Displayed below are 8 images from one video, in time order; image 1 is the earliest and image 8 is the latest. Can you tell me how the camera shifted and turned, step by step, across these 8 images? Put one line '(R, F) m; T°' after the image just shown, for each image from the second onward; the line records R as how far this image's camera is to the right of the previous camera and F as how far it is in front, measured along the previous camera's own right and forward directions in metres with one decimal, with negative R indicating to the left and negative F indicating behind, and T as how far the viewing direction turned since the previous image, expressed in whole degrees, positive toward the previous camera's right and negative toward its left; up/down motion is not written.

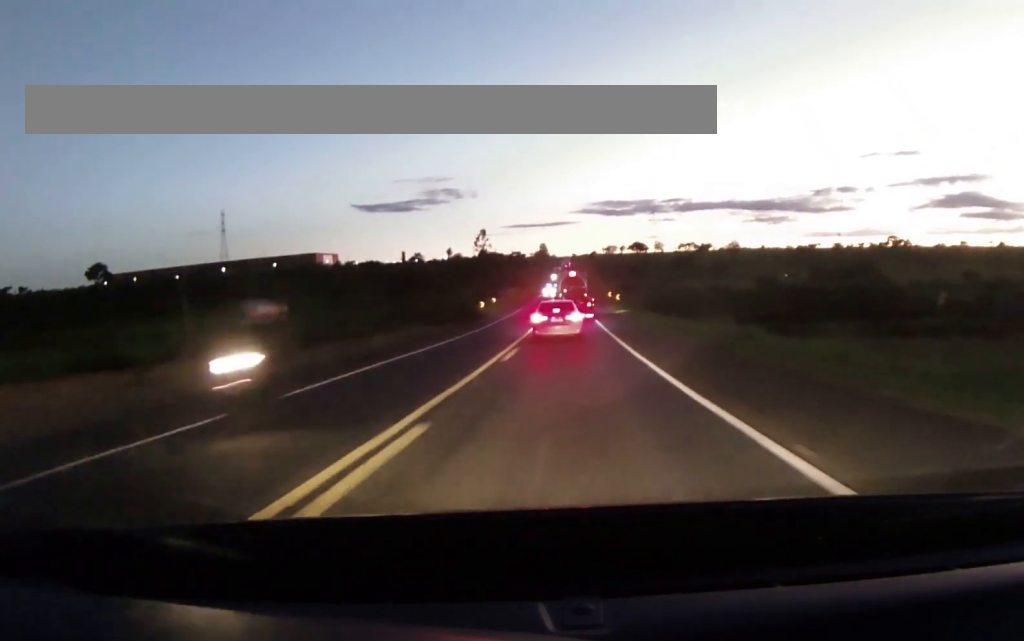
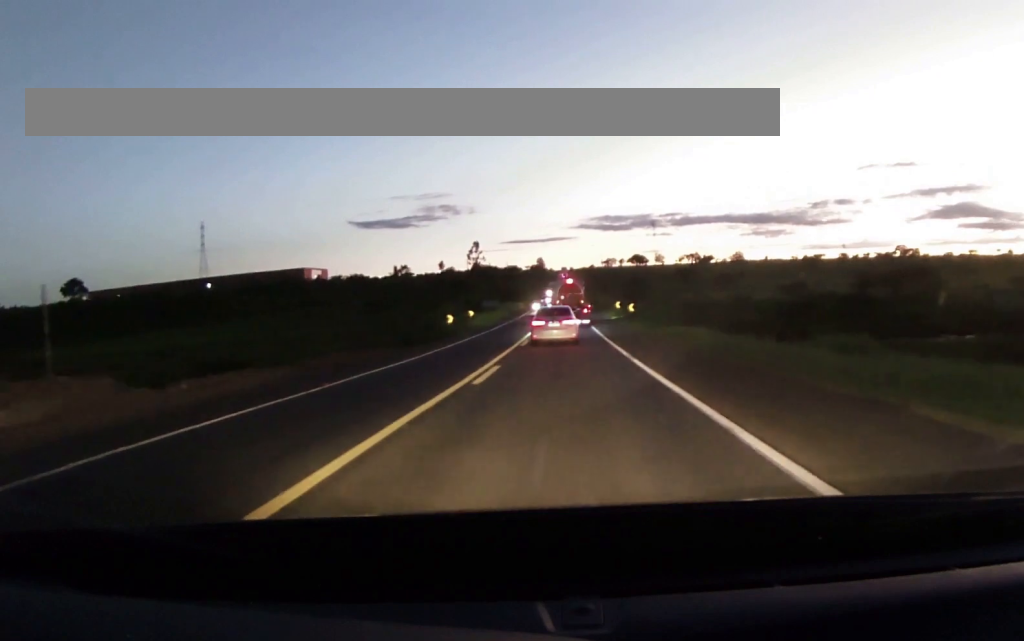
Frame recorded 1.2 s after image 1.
(-0.1, +21.2) m; -1°
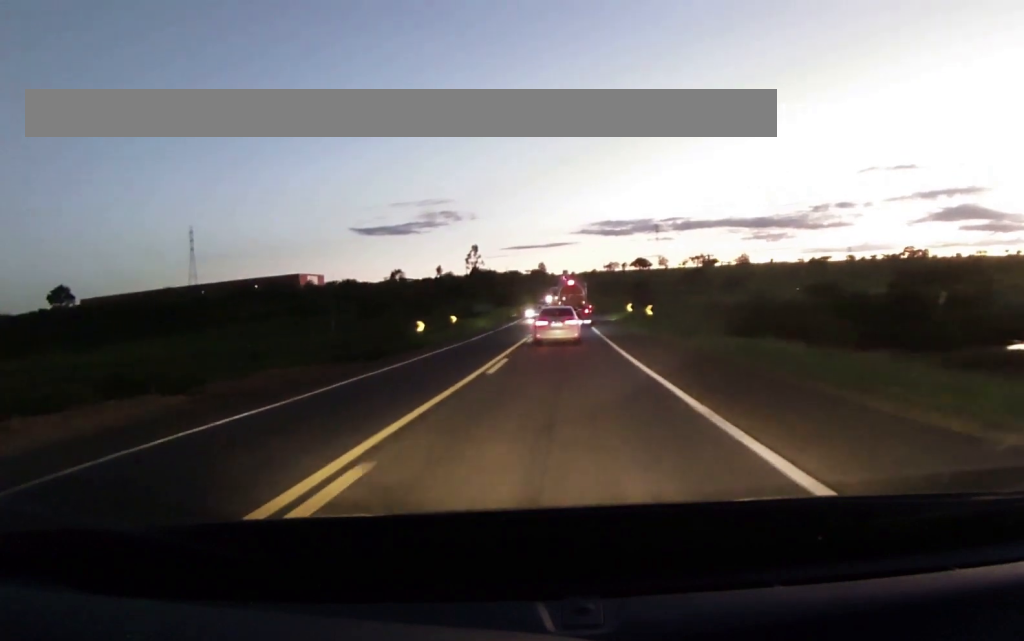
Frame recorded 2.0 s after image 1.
(-0.2, +13.2) m; 0°
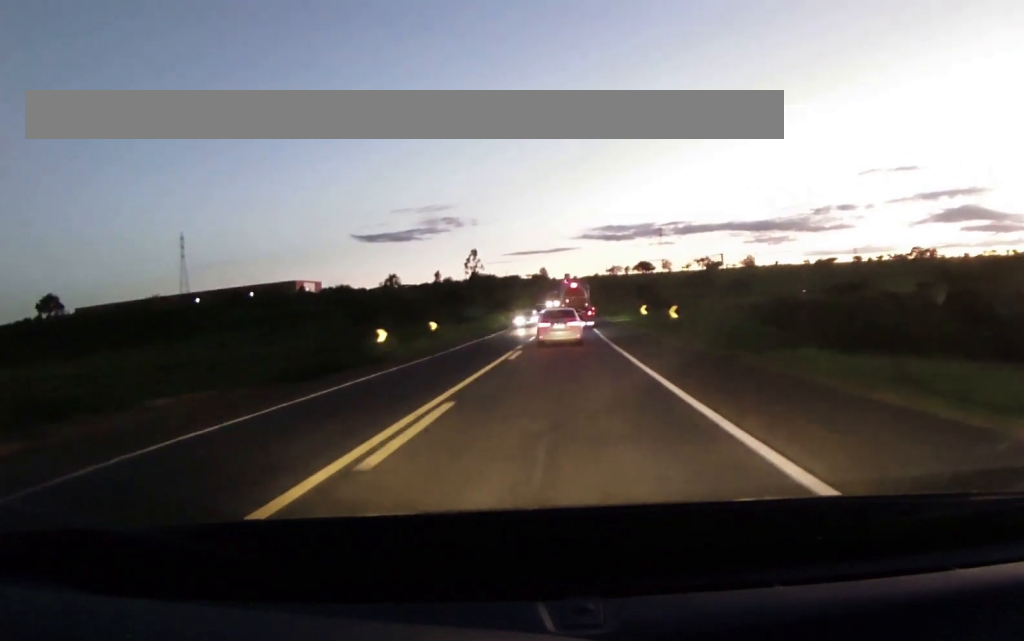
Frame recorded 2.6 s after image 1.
(+0.1, +10.9) m; +1°
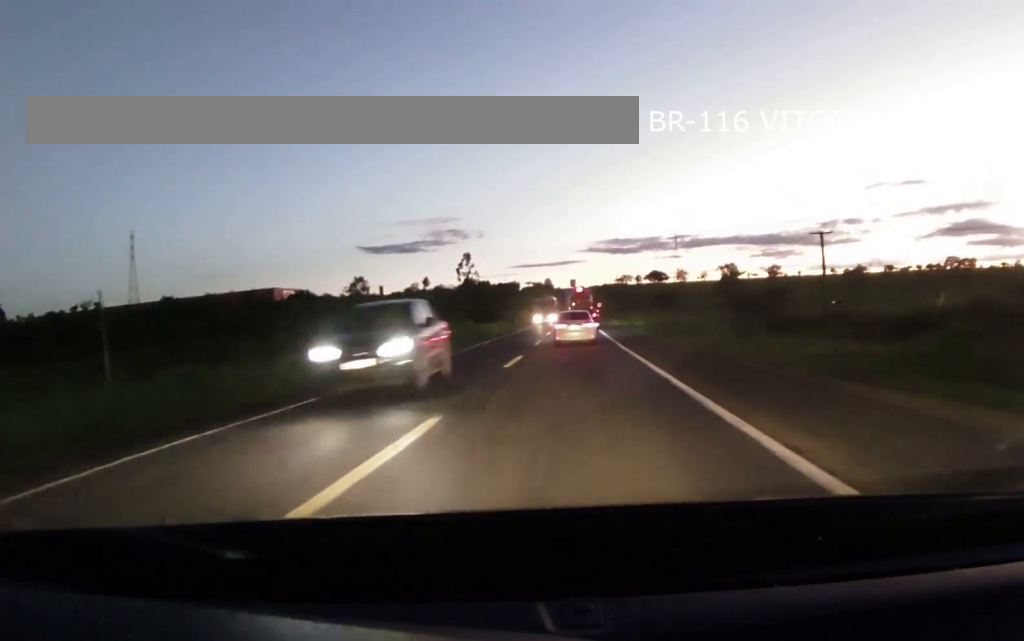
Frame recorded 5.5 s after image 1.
(+0.9, +48.3) m; 0°
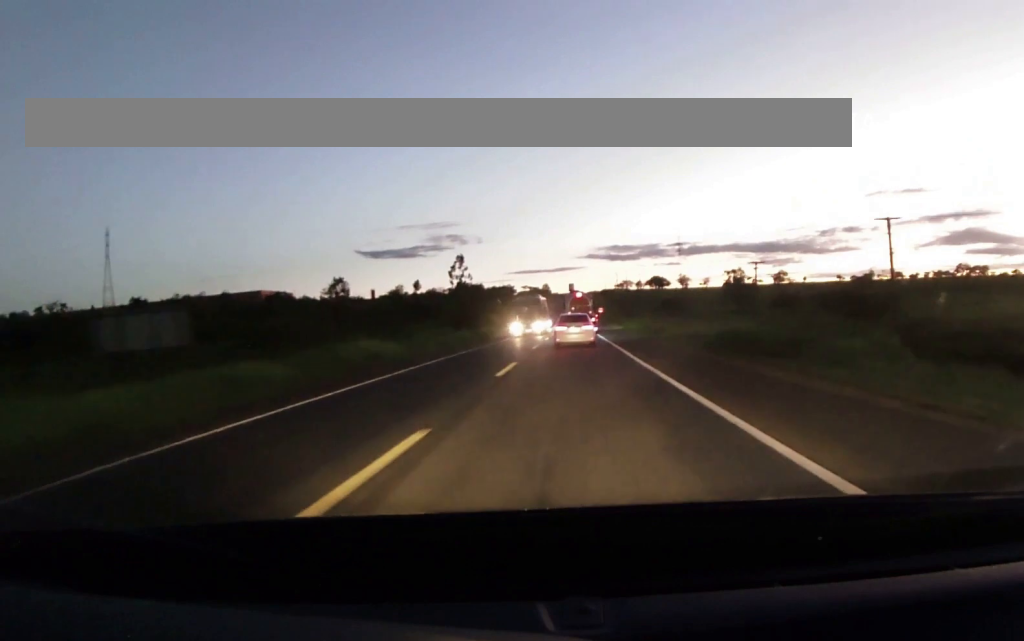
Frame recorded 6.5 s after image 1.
(-0.3, +17.6) m; -1°
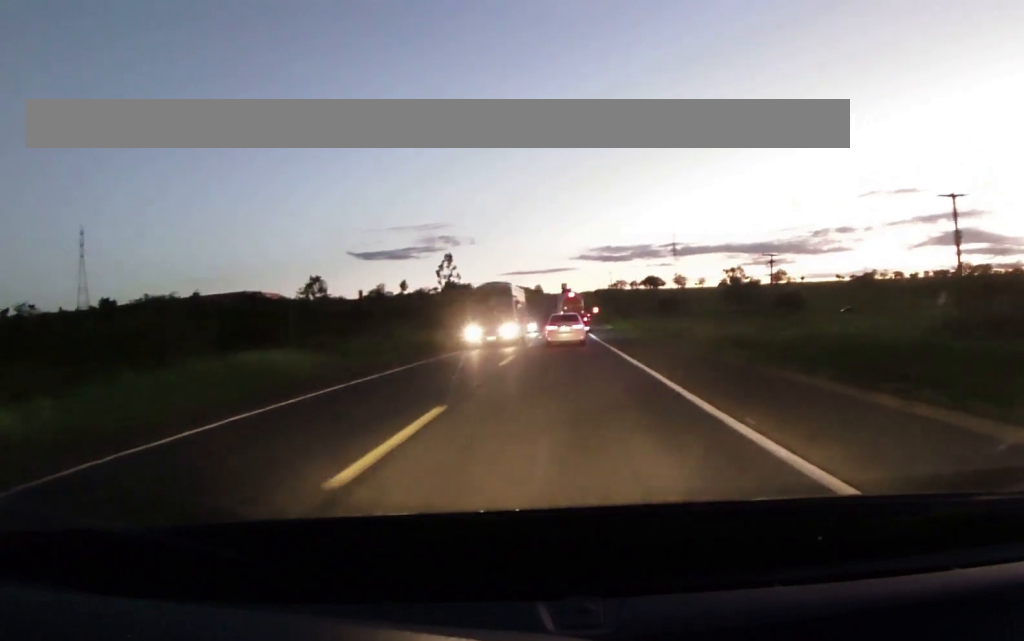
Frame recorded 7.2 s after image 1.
(+0.1, +12.6) m; 0°
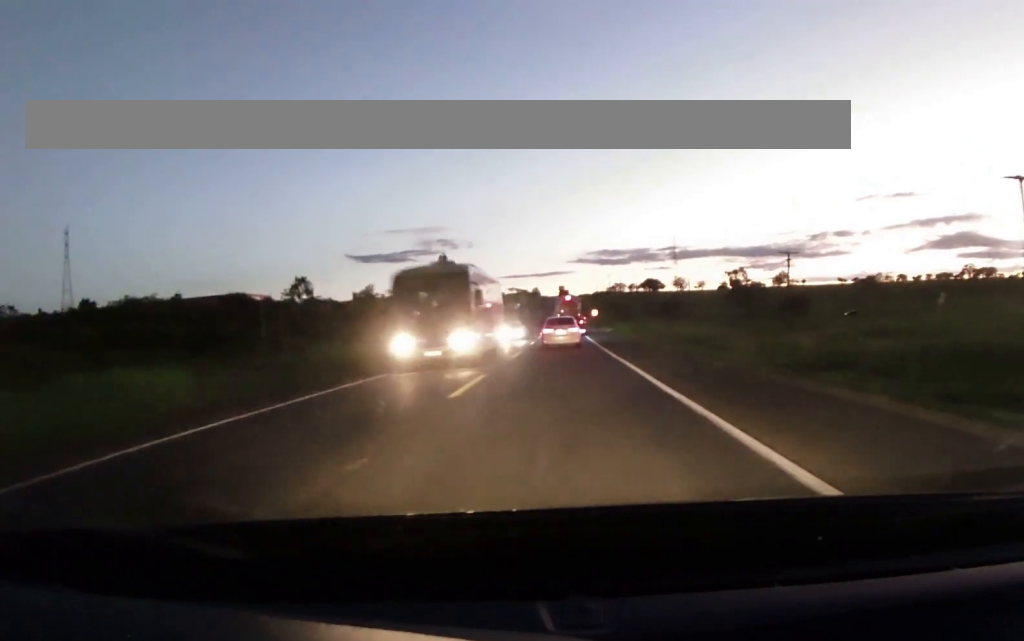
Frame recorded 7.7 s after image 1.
(+0.1, +8.6) m; 0°
